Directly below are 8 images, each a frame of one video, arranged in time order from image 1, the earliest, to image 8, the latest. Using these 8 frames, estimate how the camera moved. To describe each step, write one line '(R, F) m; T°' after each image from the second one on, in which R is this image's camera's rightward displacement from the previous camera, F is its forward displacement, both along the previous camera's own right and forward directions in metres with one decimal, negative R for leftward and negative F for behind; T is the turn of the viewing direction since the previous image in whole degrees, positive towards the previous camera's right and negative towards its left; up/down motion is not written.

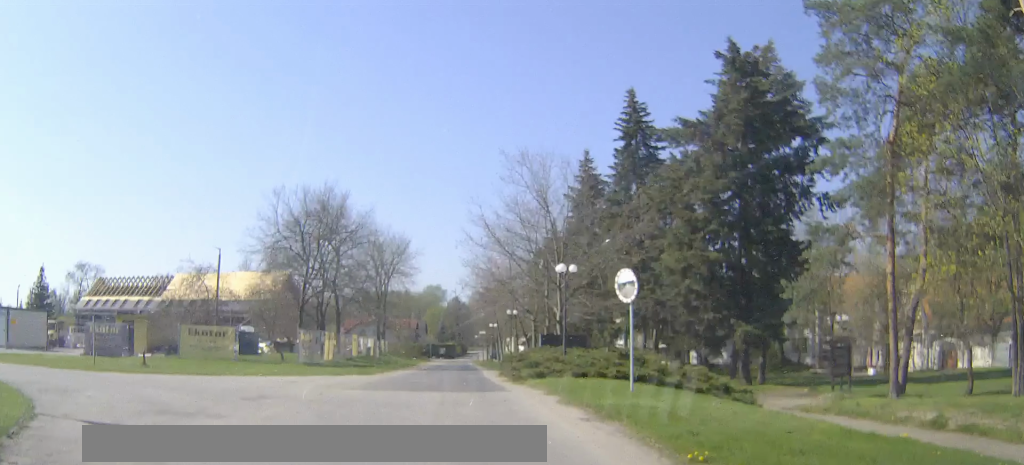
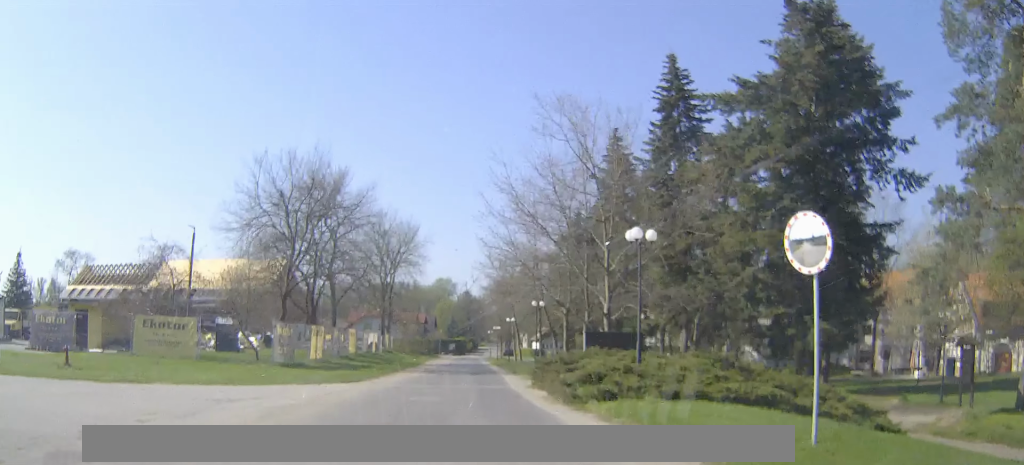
(0.0, +8.0) m; 0°
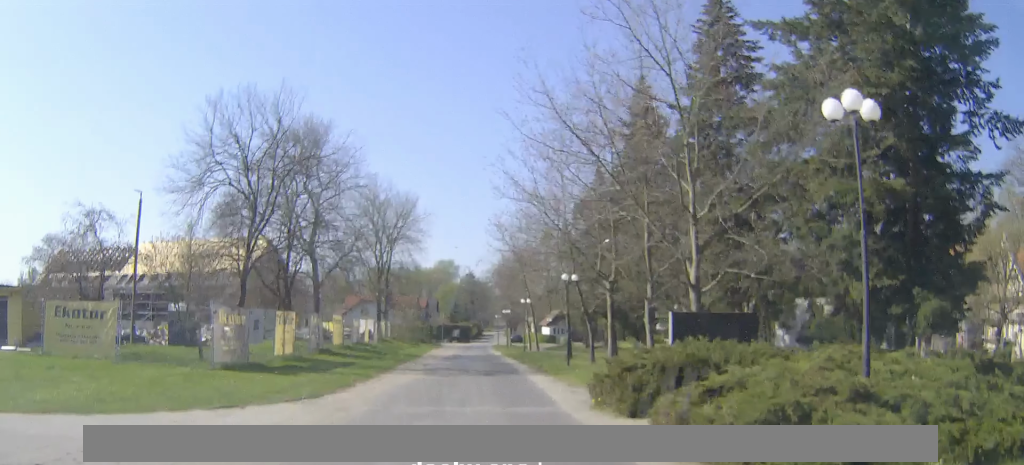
(0.0, +9.2) m; 0°
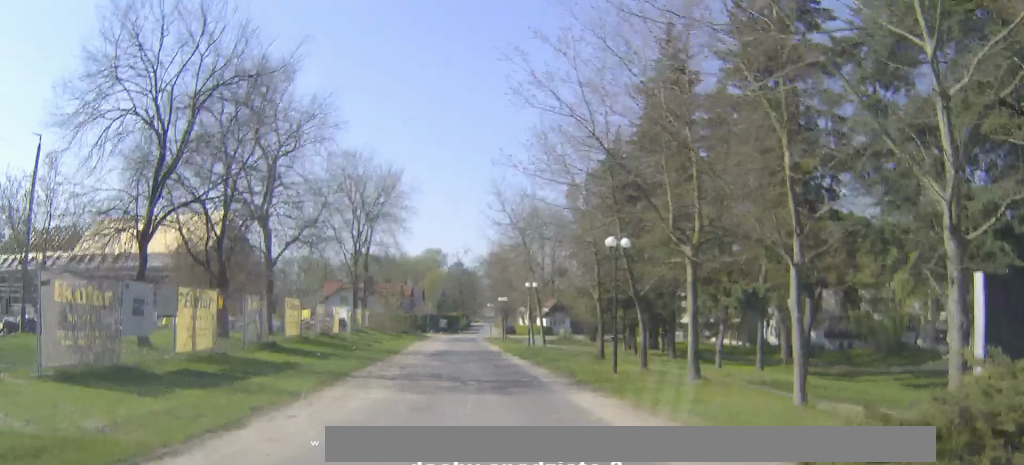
(0.0, +10.3) m; +1°
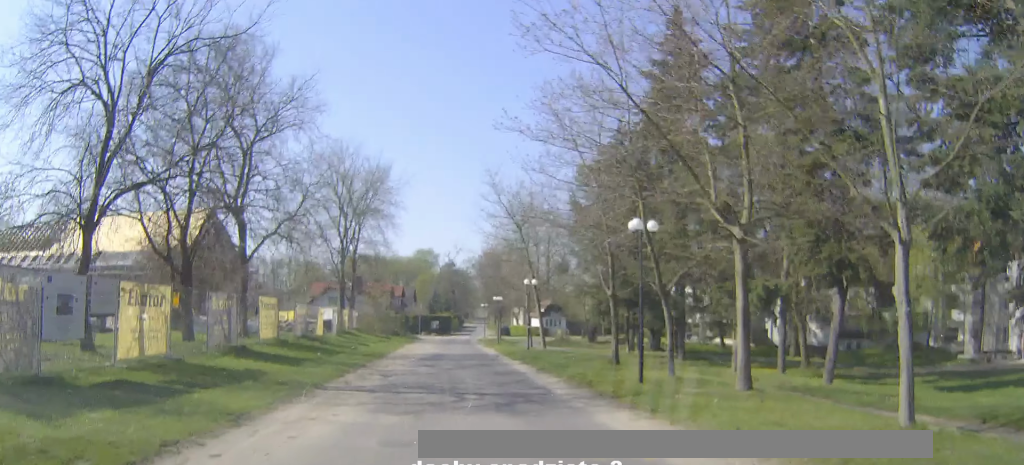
(0.0, +3.4) m; 0°
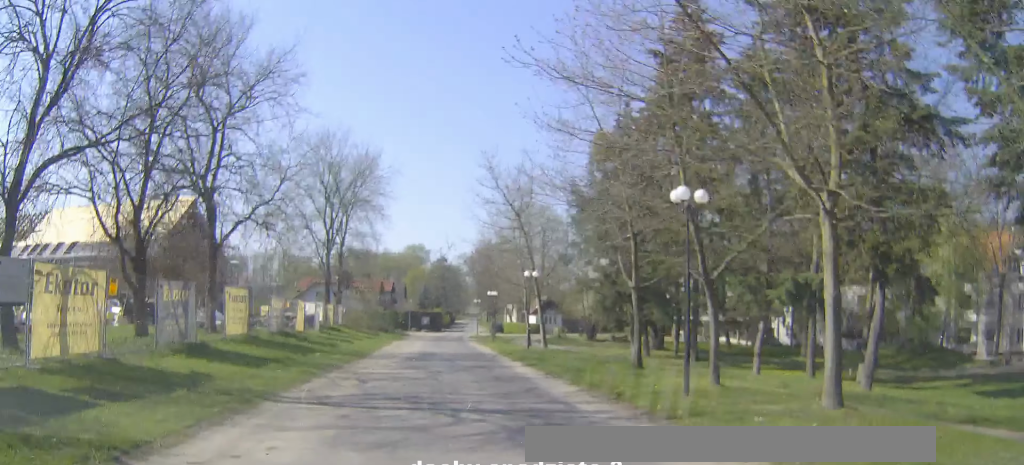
(0.0, +3.7) m; 0°
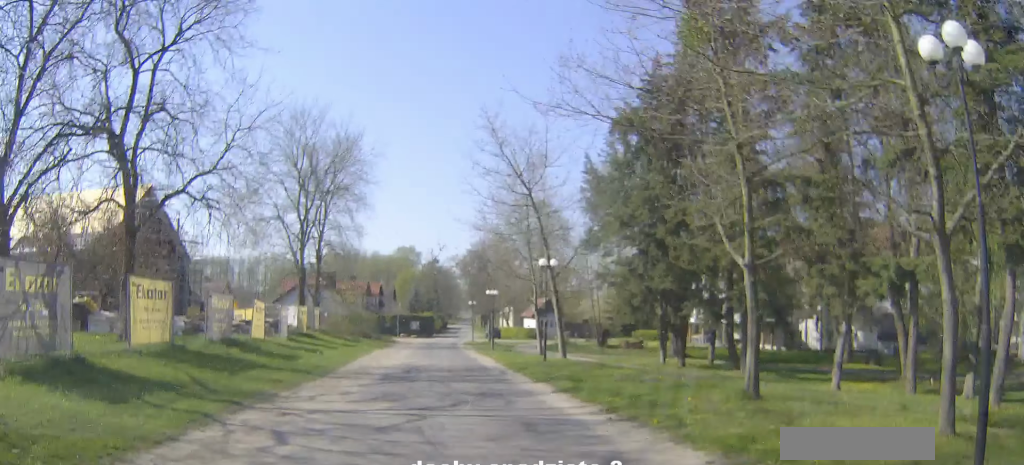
(0.0, +7.8) m; 0°
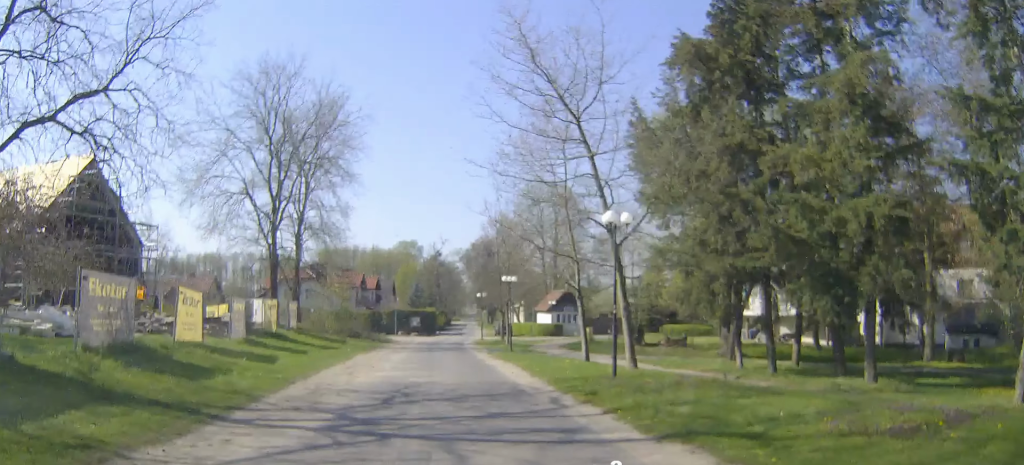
(0.0, +9.9) m; 0°
